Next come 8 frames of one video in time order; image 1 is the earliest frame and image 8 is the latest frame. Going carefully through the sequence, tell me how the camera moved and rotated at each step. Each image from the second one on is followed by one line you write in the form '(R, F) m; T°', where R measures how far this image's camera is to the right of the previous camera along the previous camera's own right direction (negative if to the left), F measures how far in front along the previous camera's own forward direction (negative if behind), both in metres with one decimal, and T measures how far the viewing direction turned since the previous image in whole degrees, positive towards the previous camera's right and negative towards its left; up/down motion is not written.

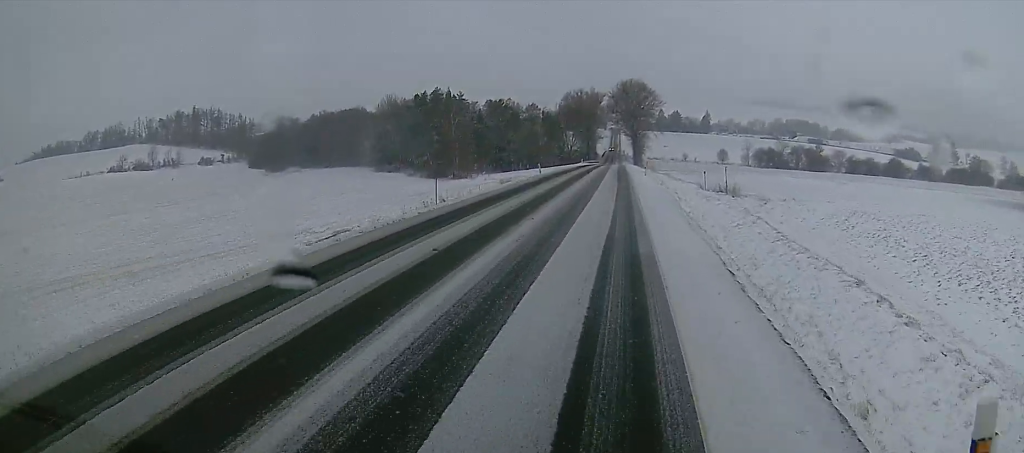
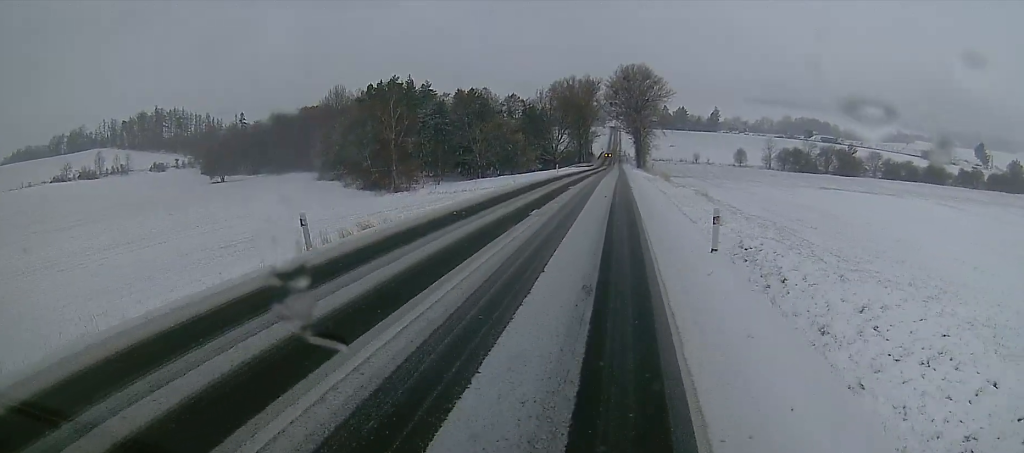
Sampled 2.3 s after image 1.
(-0.6, +39.3) m; -1°
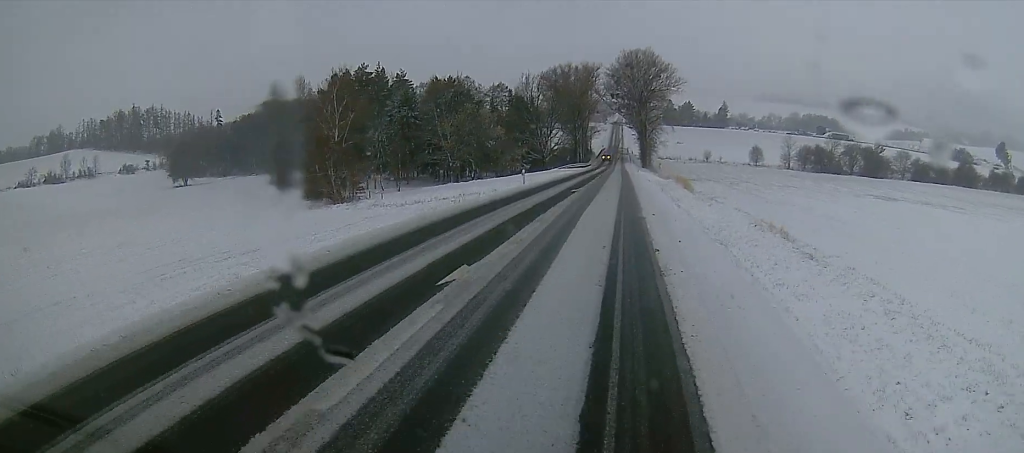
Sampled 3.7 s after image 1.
(0.0, +23.6) m; +3°
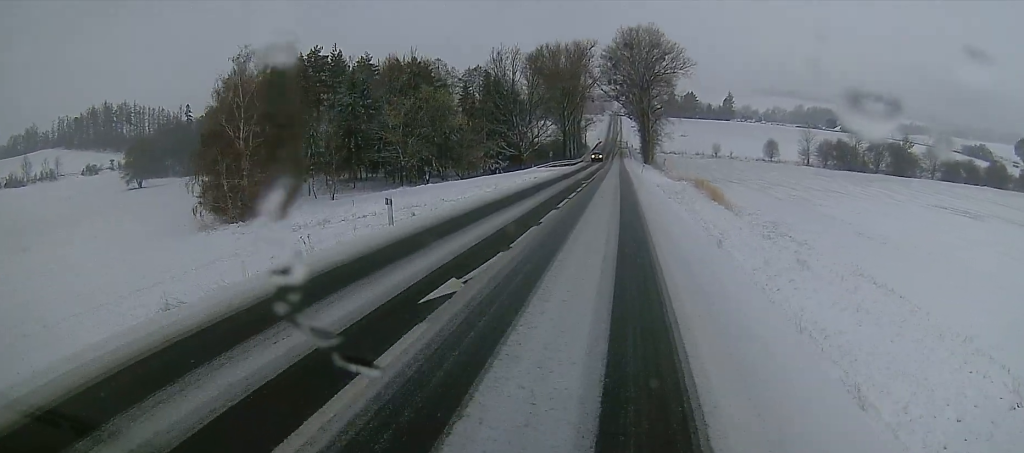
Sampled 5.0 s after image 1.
(+0.9, +22.8) m; -1°
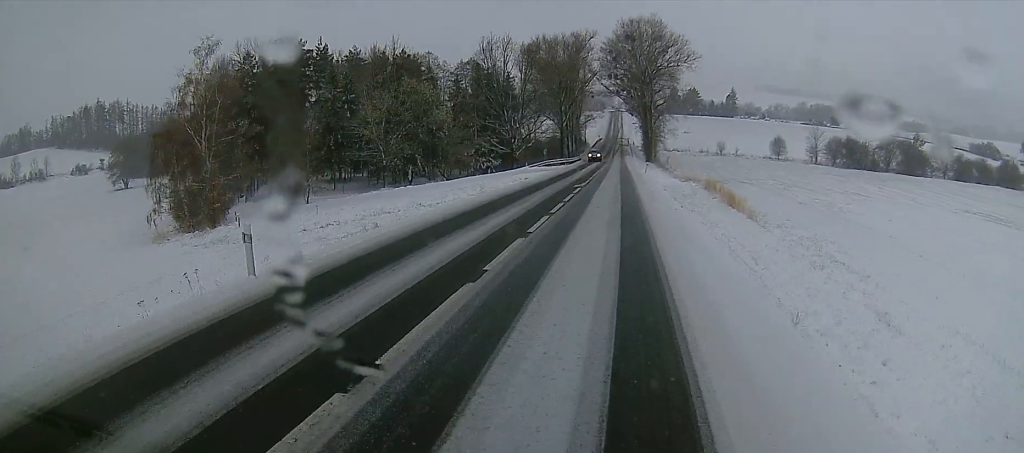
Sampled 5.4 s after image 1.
(-0.2, +6.9) m; -2°
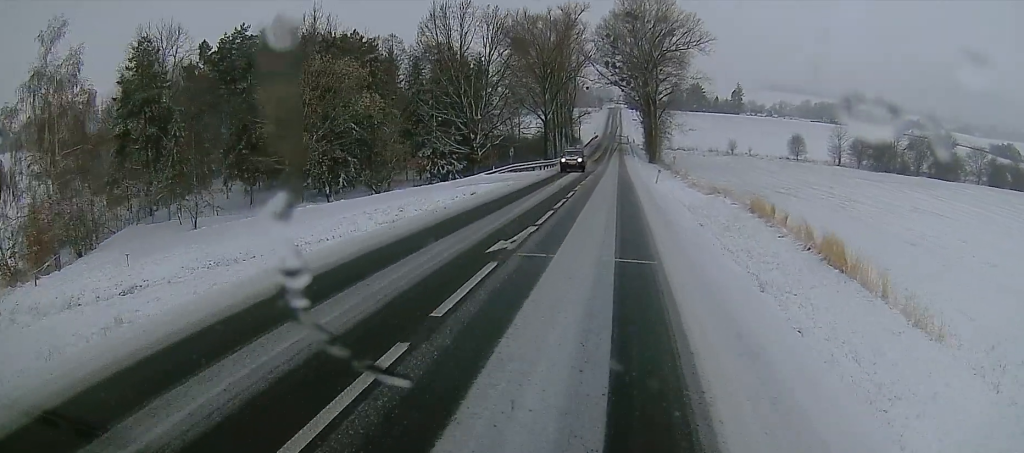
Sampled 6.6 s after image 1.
(-0.7, +20.4) m; -1°
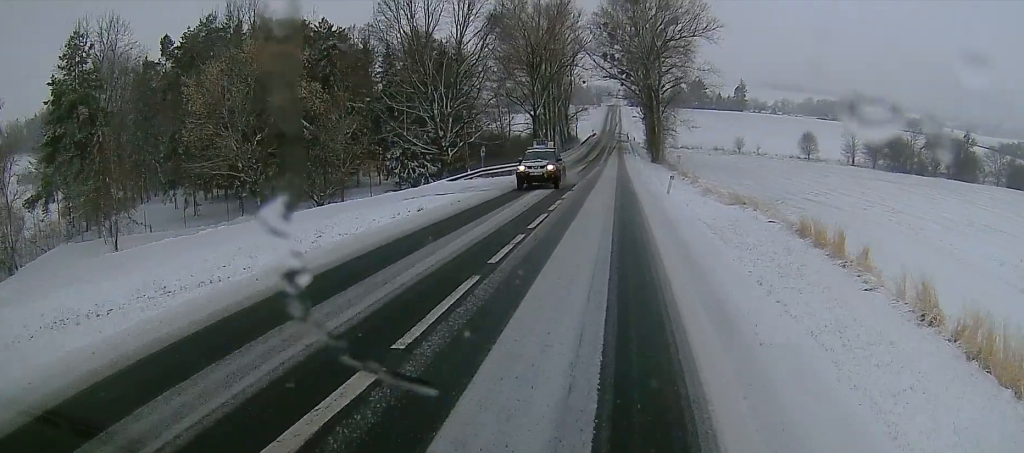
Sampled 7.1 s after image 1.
(+0.2, +10.1) m; 0°
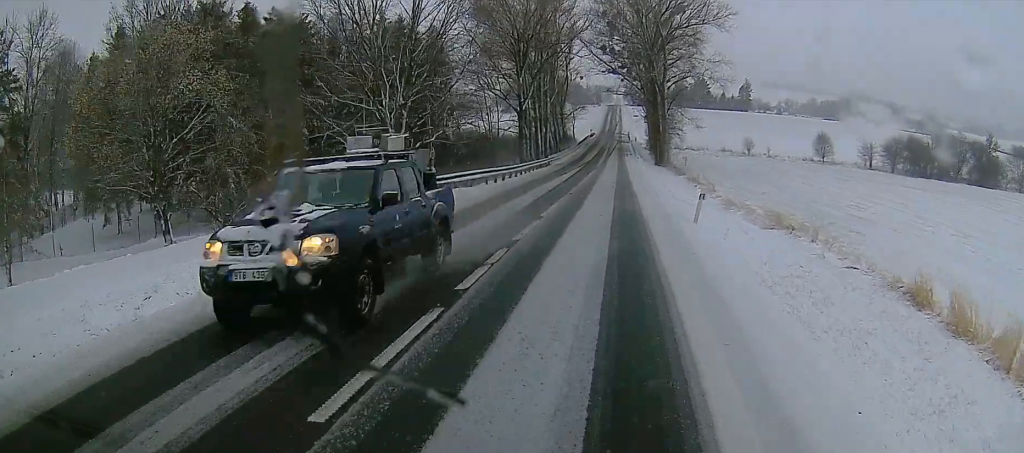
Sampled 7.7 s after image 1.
(+0.2, +10.7) m; 0°
